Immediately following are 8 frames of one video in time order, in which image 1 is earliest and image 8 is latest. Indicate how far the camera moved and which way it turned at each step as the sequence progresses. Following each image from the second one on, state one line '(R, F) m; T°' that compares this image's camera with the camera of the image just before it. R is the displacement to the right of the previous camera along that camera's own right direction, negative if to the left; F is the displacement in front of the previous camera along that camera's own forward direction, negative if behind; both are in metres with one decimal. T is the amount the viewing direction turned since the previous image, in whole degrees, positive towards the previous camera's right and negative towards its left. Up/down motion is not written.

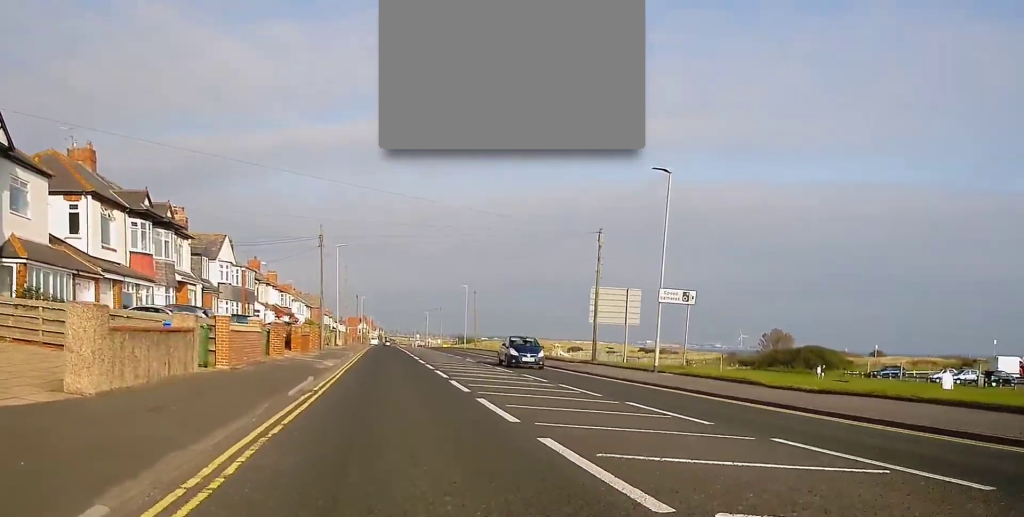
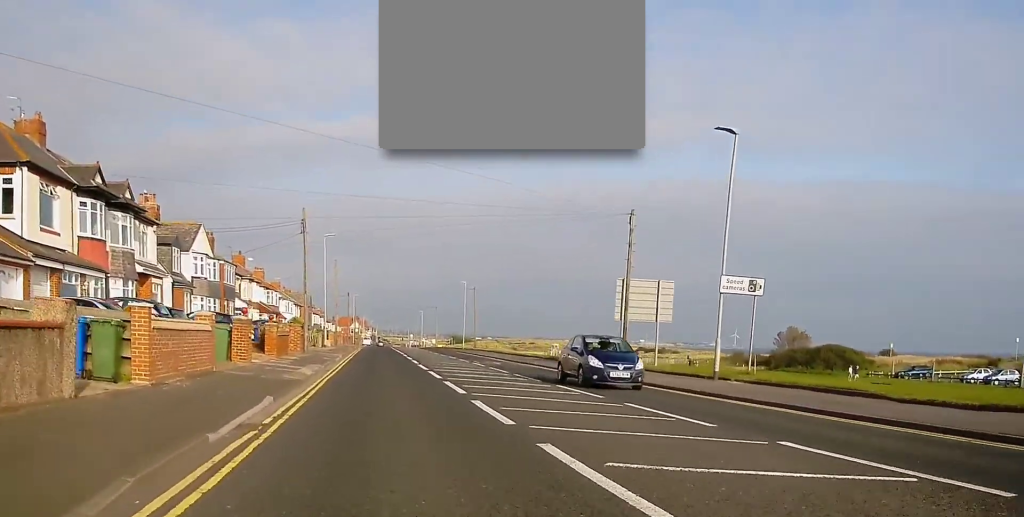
(+0.1, +6.8) m; 0°
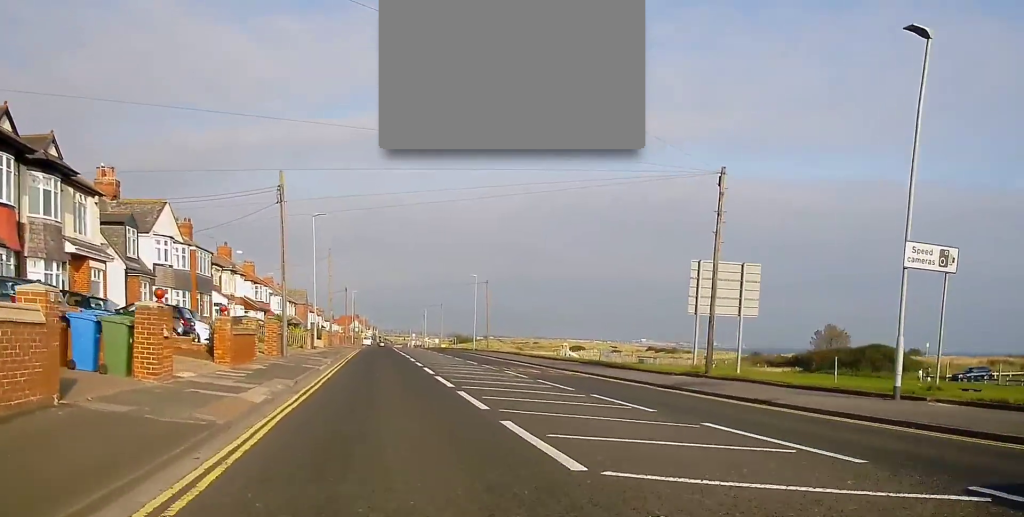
(0.0, +10.1) m; -1°
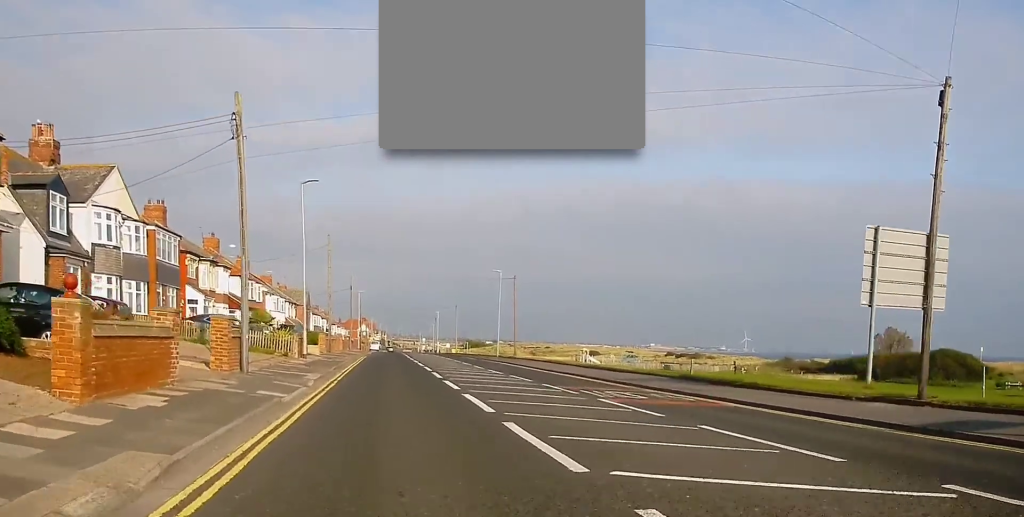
(-0.2, +11.7) m; -1°
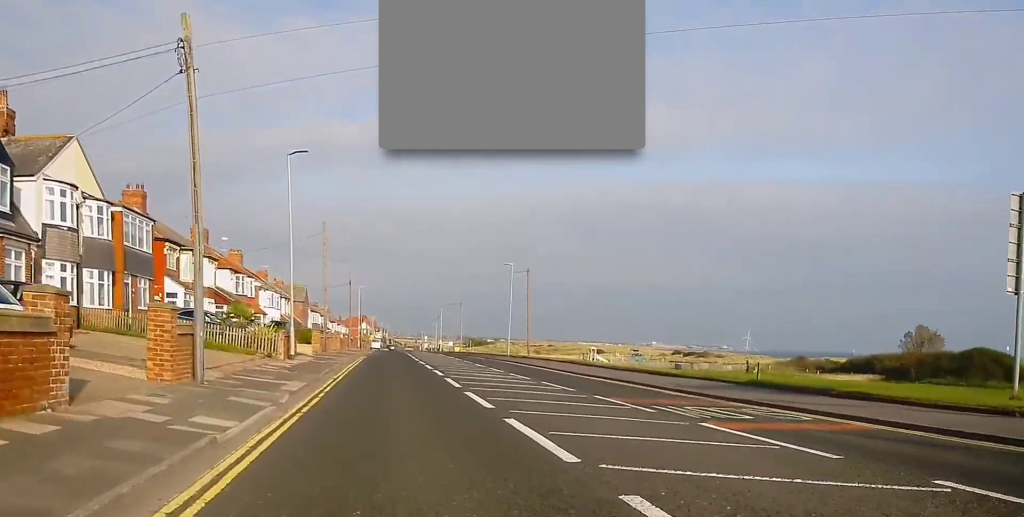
(0.0, +5.7) m; 0°
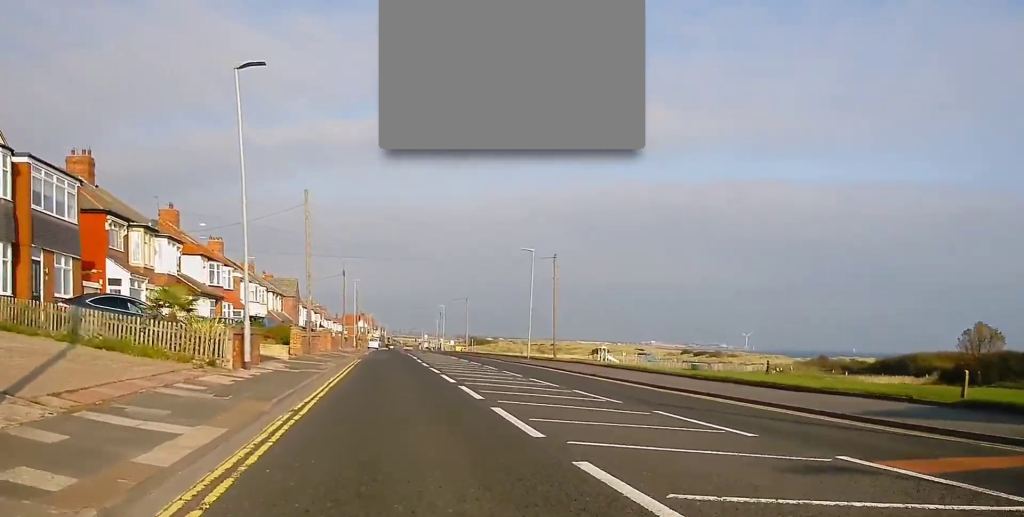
(0.0, +9.8) m; 0°
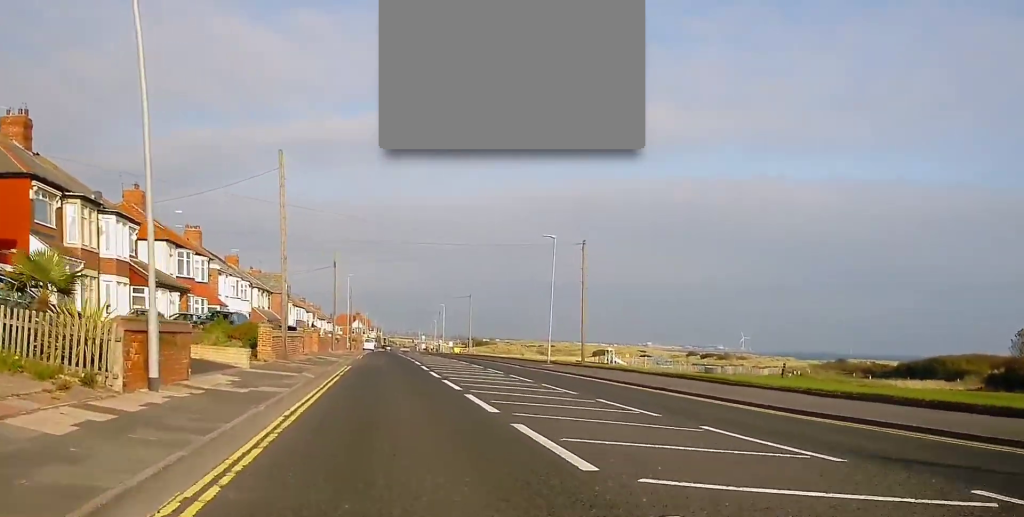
(0.0, +8.2) m; 0°
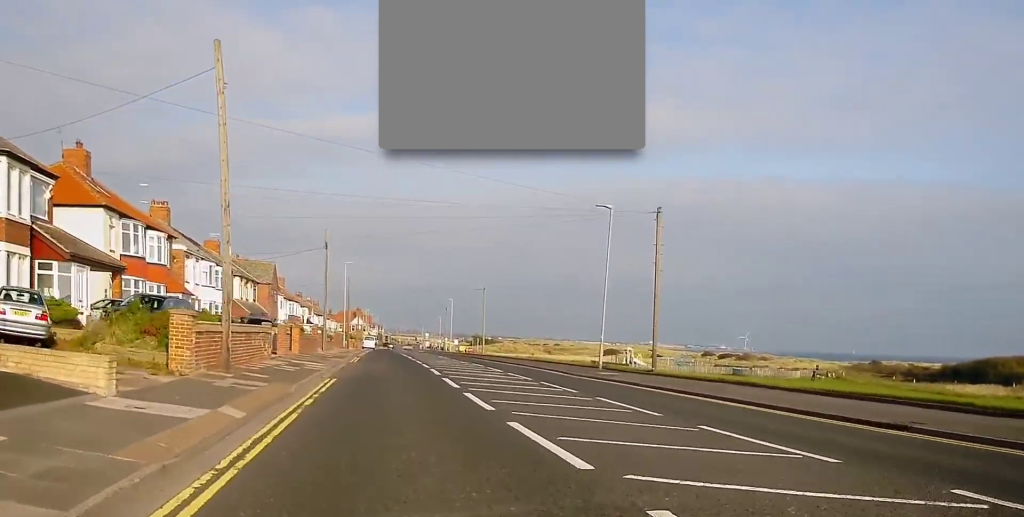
(+0.1, +11.8) m; 0°
